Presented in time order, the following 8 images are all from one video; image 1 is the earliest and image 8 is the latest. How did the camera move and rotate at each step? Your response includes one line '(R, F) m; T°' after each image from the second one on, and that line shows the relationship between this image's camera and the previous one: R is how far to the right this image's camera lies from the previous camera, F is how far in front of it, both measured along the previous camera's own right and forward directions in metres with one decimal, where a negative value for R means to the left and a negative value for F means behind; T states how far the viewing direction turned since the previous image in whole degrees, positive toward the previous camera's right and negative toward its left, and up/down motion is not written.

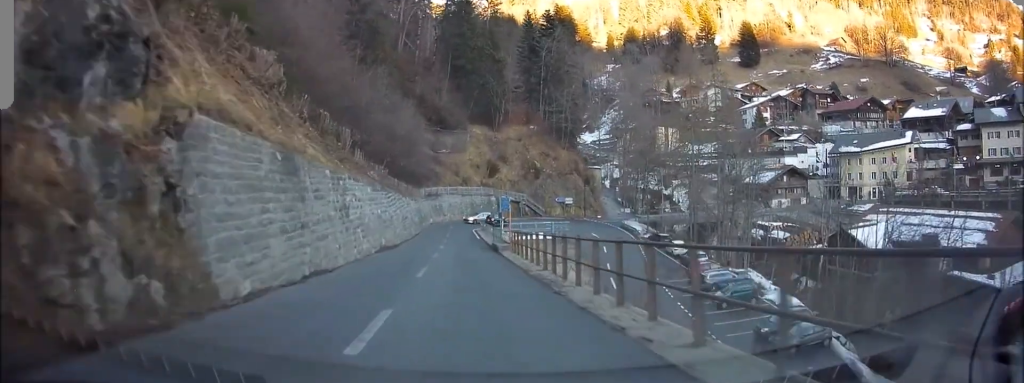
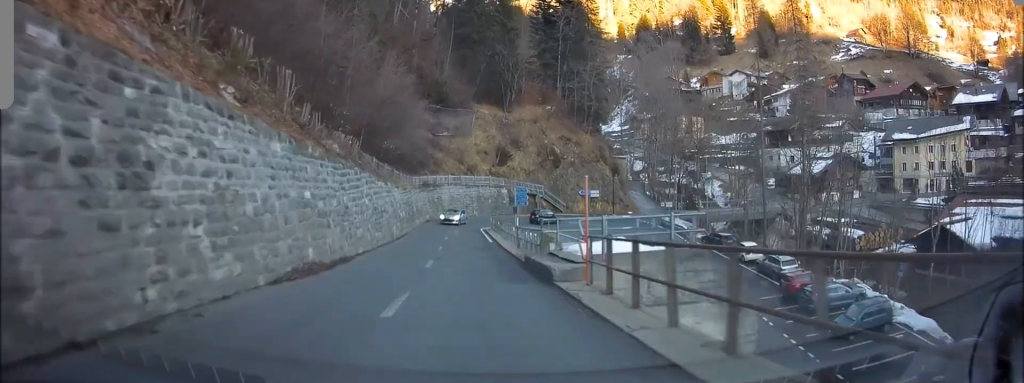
(-0.2, +15.4) m; -1°
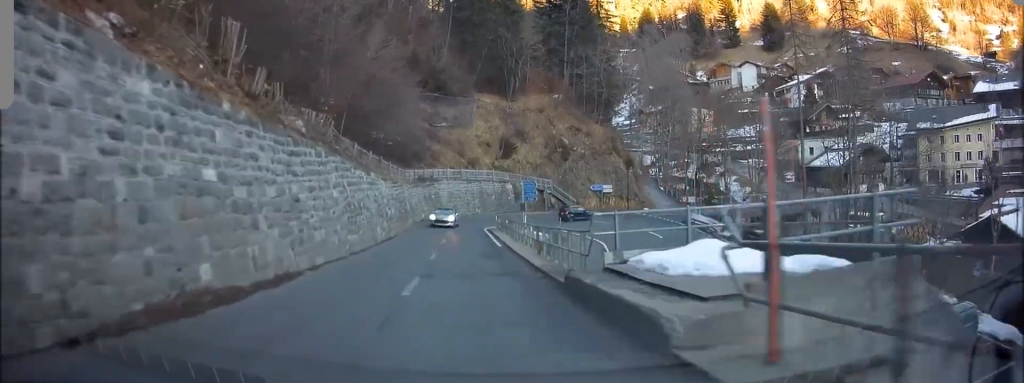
(0.0, +6.4) m; 0°
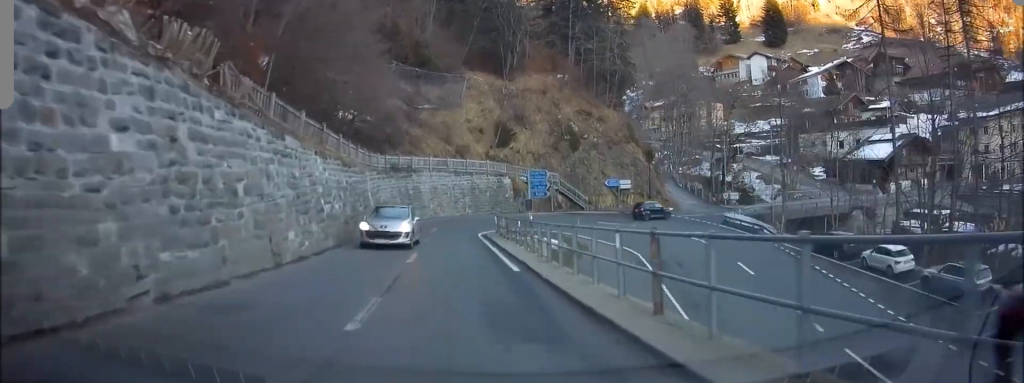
(-0.1, +13.1) m; -1°
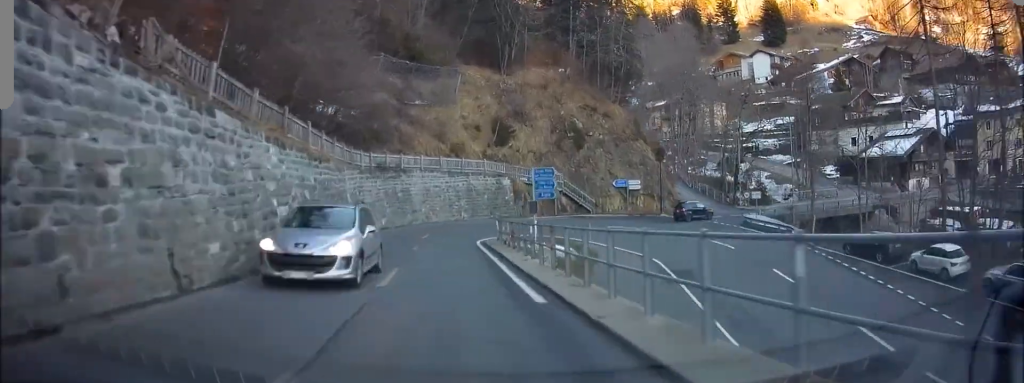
(0.0, +4.5) m; 0°
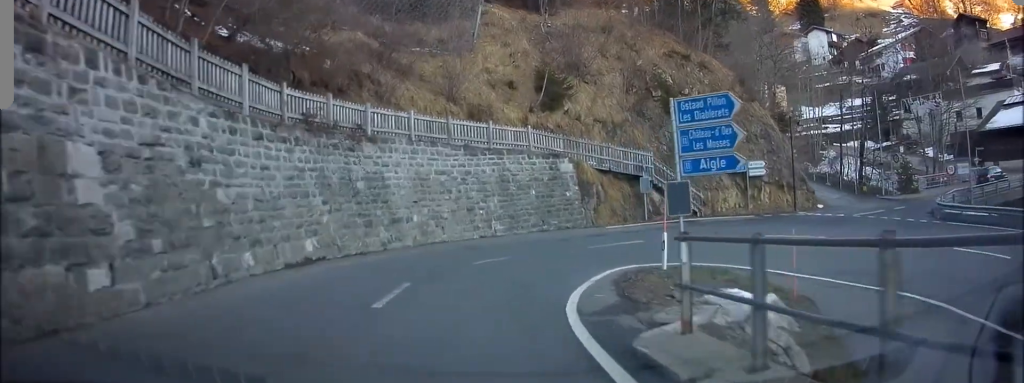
(+1.8, +19.8) m; +11°
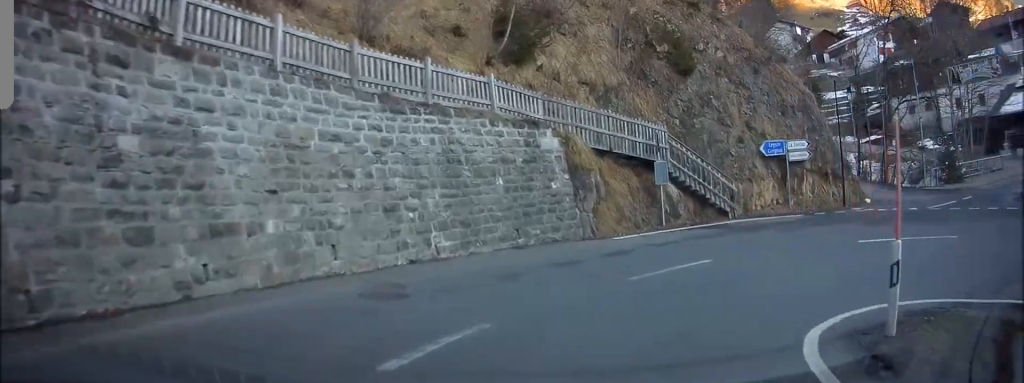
(0.0, +10.6) m; +7°
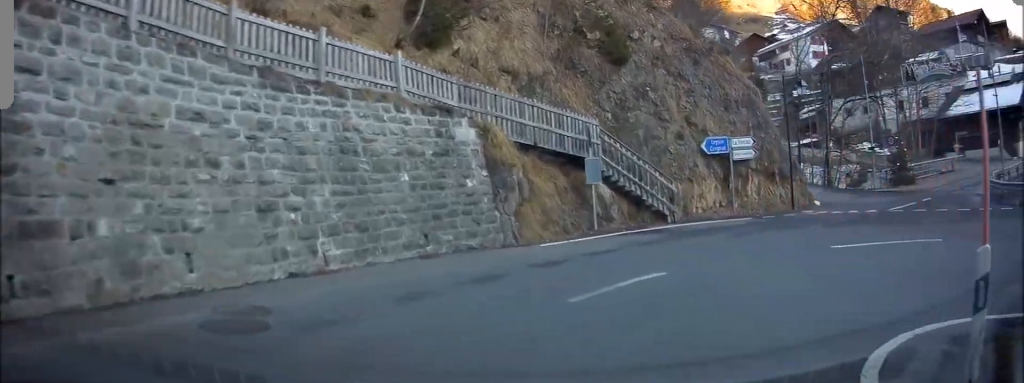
(+0.4, +2.5) m; +5°
